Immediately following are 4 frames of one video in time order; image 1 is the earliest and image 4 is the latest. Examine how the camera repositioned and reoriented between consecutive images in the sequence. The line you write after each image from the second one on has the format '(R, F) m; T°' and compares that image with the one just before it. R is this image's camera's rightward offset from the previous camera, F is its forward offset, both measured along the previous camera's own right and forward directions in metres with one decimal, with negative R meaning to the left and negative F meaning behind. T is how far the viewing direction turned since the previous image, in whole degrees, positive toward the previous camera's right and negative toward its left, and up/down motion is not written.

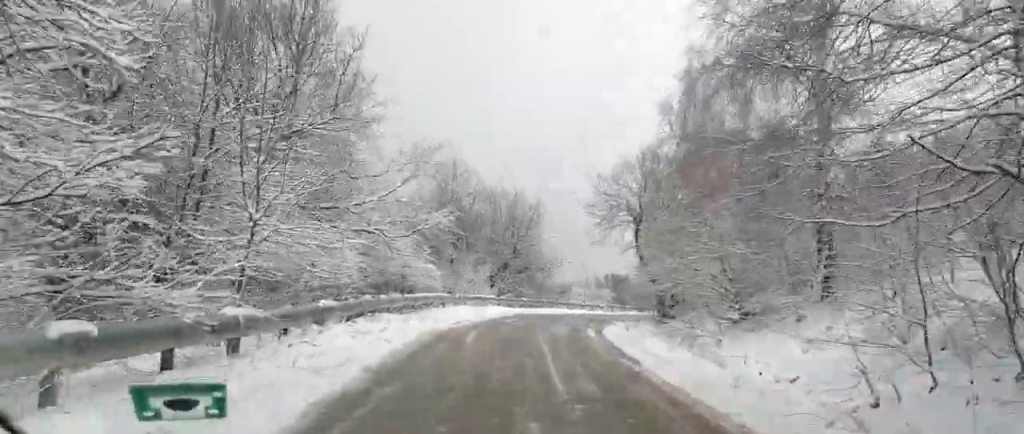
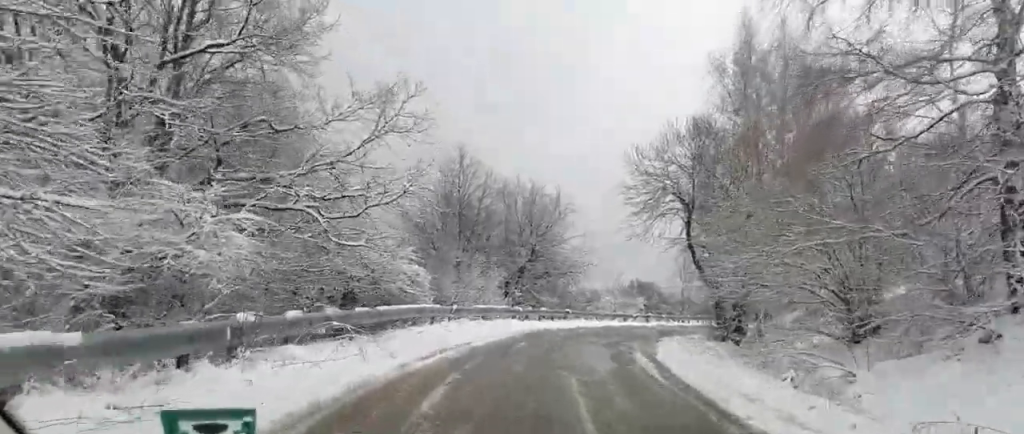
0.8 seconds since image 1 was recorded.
(+0.3, +7.3) m; +2°
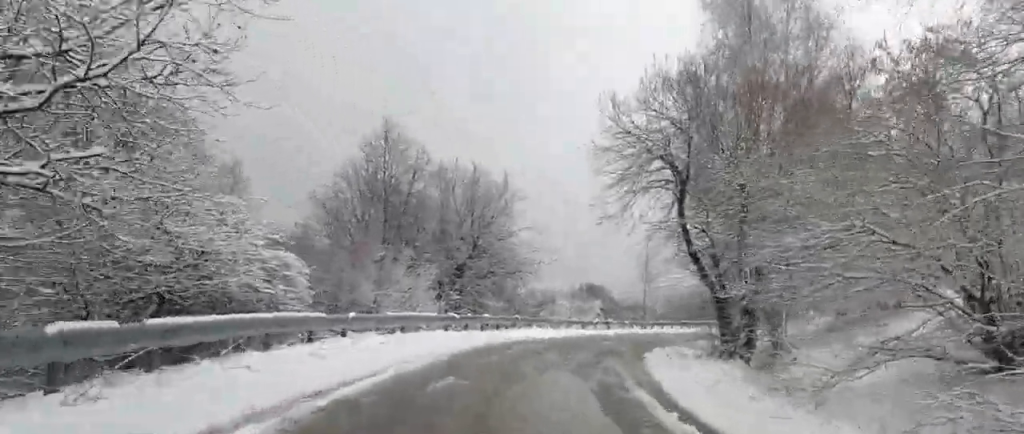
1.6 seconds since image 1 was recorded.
(0.0, +7.4) m; 0°
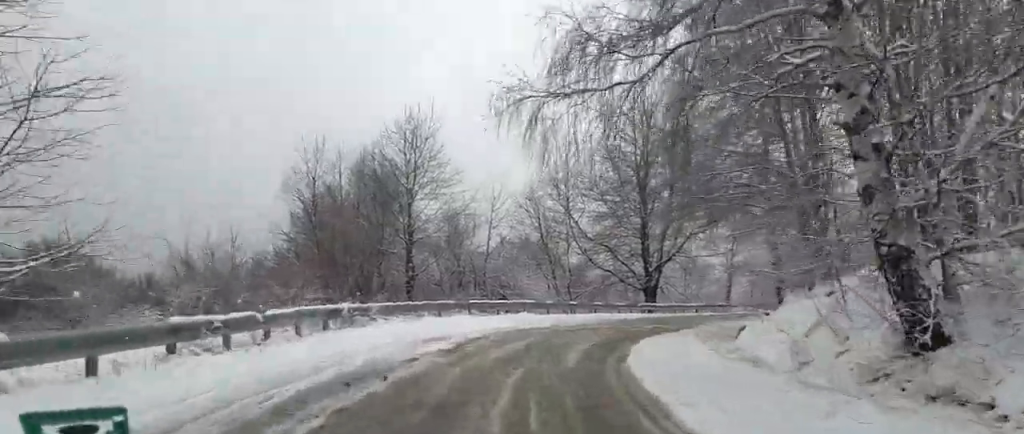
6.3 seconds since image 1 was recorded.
(0.0, +44.1) m; 0°
